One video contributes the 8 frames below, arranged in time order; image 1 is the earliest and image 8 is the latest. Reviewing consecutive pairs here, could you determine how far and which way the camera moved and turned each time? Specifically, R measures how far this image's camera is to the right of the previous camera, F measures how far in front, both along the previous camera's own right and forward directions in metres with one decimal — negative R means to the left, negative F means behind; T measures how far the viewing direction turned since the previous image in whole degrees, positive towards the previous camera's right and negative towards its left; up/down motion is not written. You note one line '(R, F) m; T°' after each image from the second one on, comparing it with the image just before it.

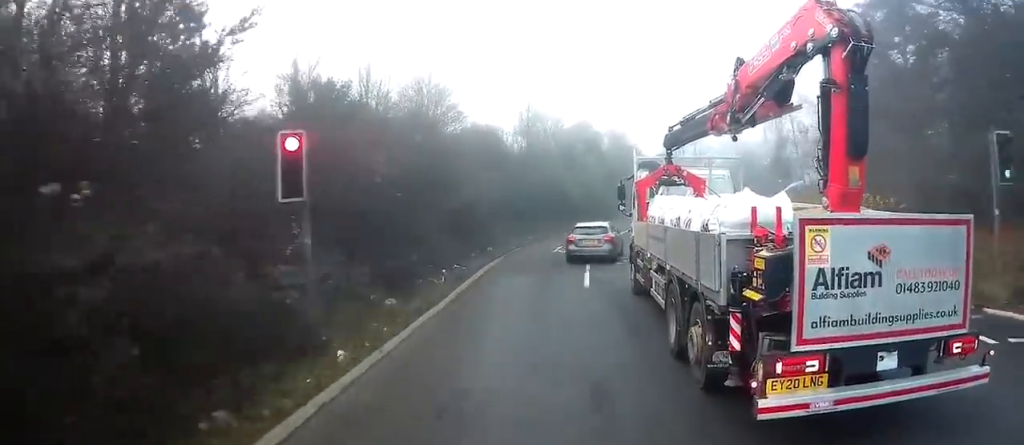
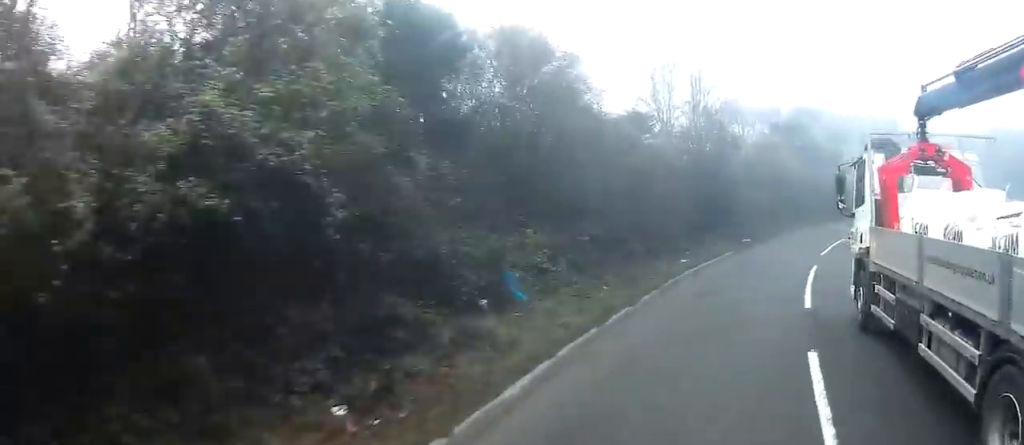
(+4.3, +35.6) m; +31°
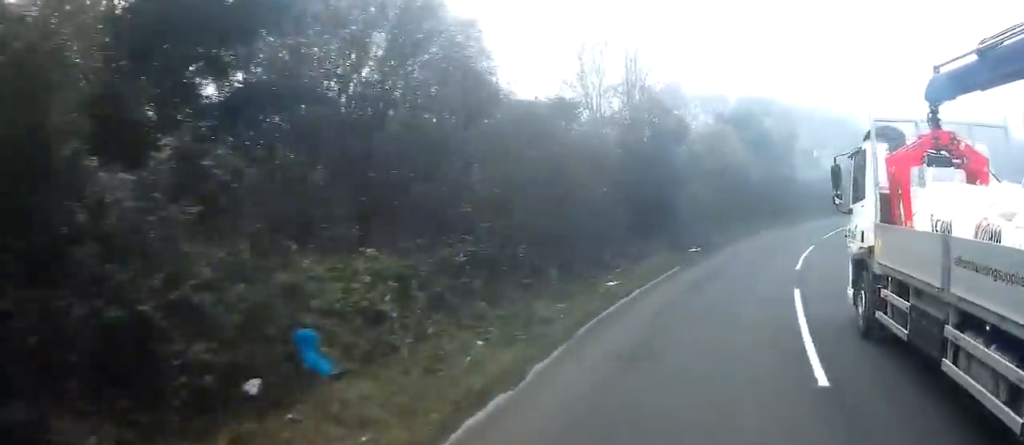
(+1.0, +4.6) m; +6°
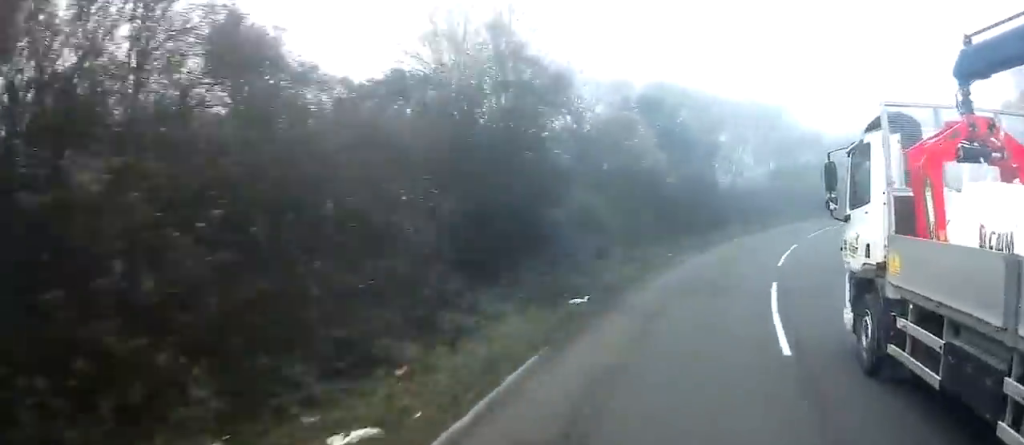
(+0.8, +7.3) m; +7°
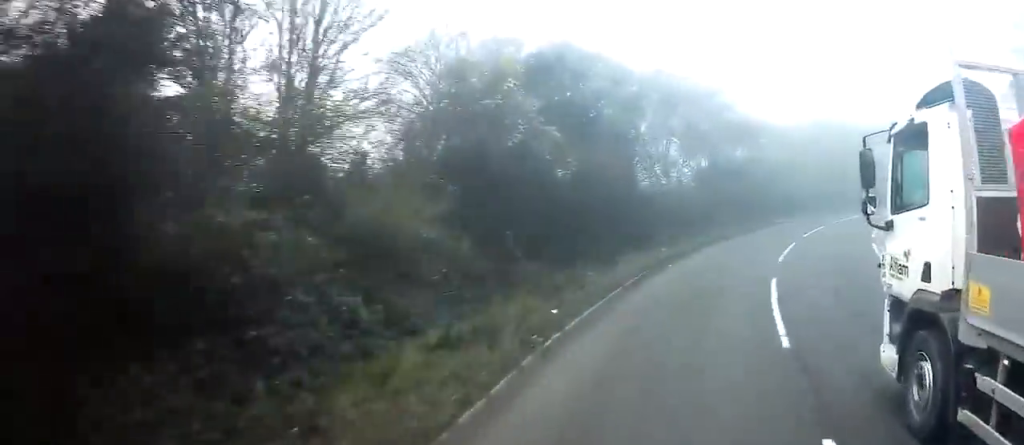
(0.0, +7.9) m; 0°
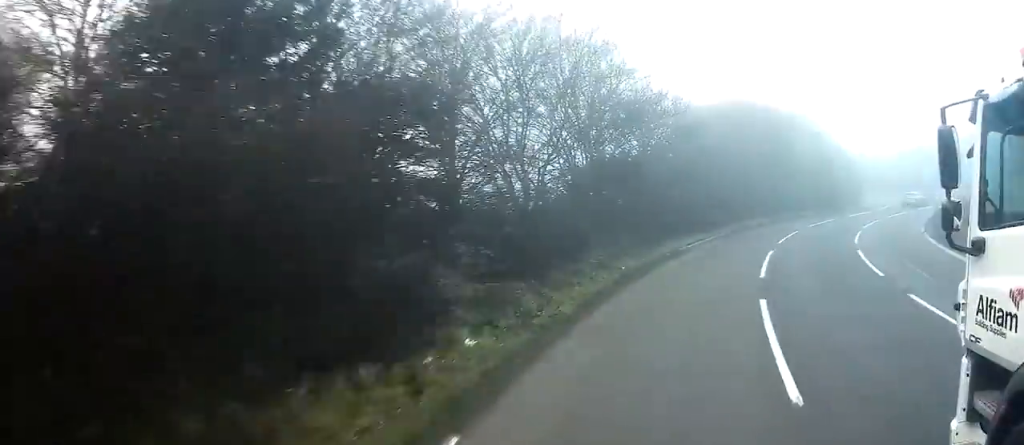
(0.0, +10.7) m; 0°
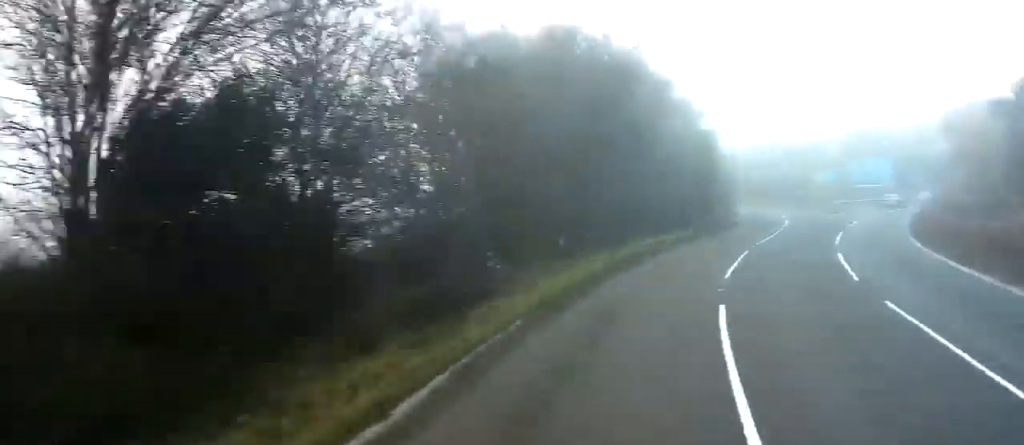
(0.0, +16.8) m; +4°
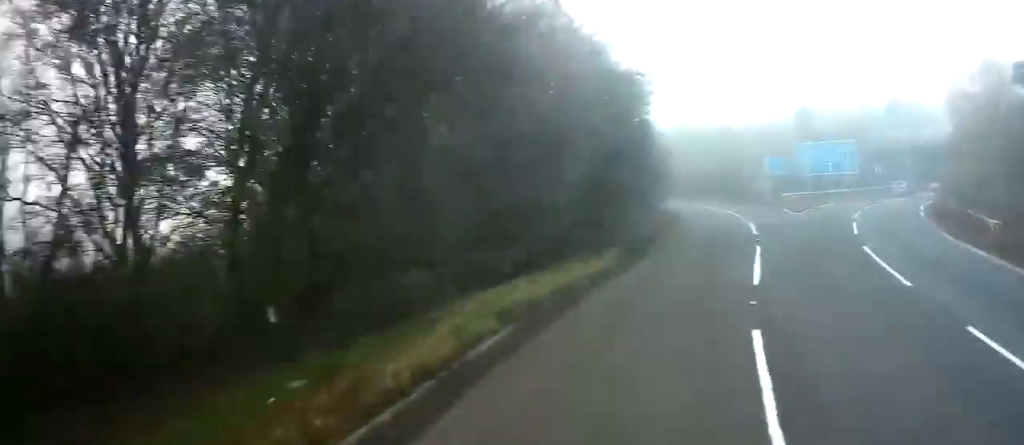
(+0.6, +10.8) m; +9°
